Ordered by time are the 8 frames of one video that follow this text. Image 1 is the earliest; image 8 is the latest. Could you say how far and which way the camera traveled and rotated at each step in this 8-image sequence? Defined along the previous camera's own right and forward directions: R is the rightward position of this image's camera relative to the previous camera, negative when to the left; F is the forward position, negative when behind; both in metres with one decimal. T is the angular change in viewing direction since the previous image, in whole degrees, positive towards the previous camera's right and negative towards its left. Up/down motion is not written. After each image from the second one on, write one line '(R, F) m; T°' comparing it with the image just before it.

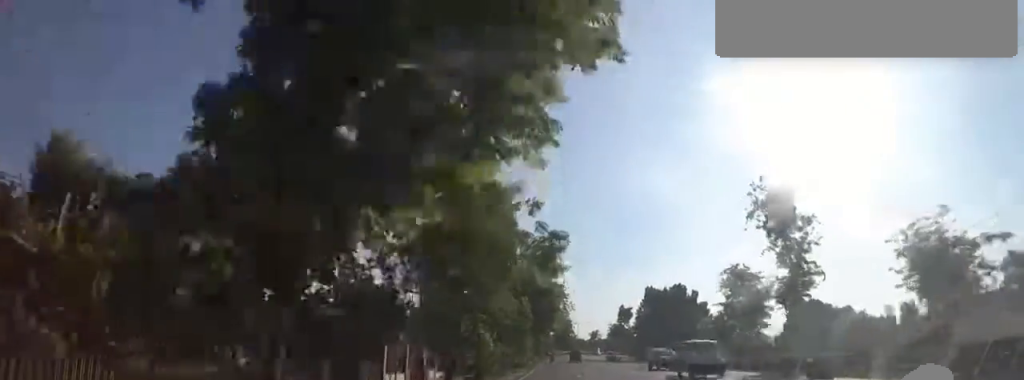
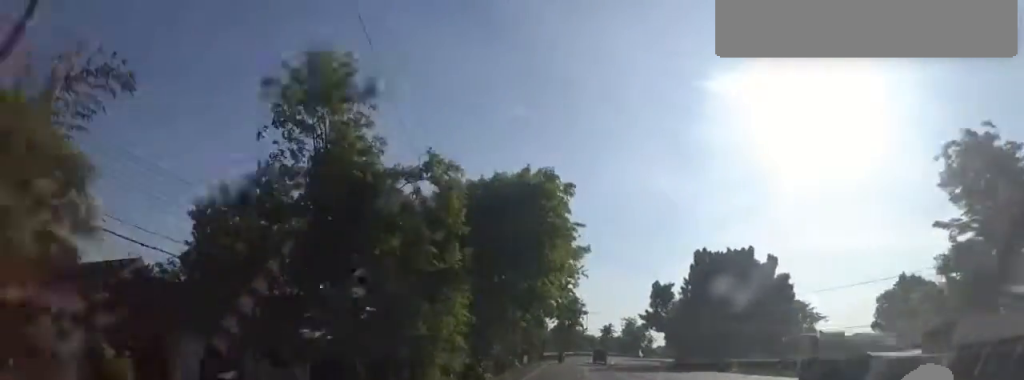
(0.0, +33.3) m; +4°
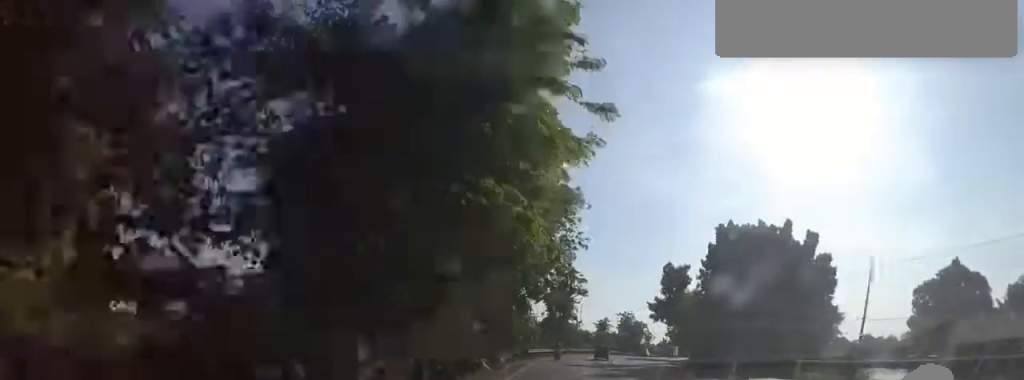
(+0.2, +12.0) m; +3°
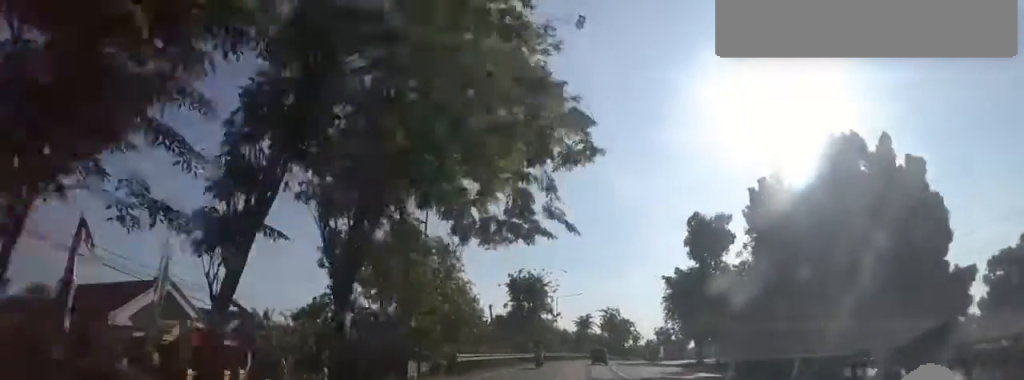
(+0.7, +19.8) m; +2°
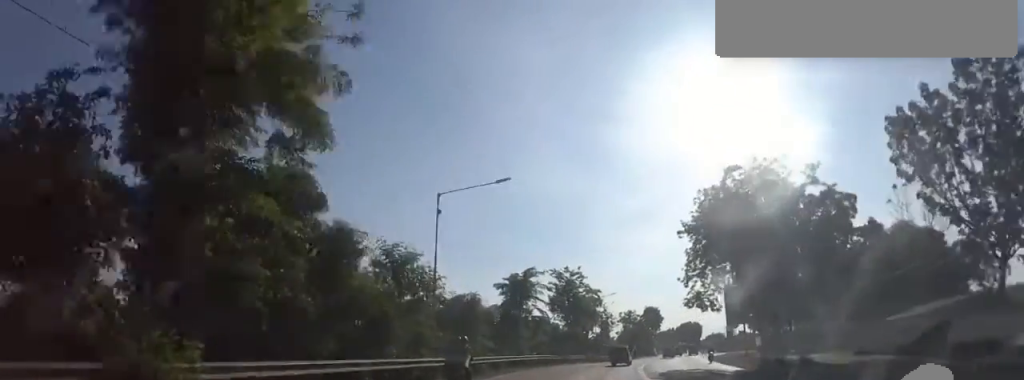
(+2.6, +43.1) m; +8°
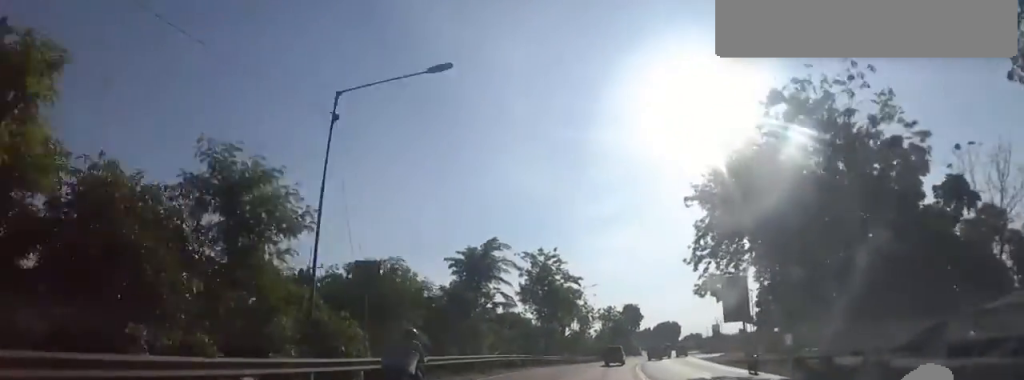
(0.0, +9.4) m; +1°
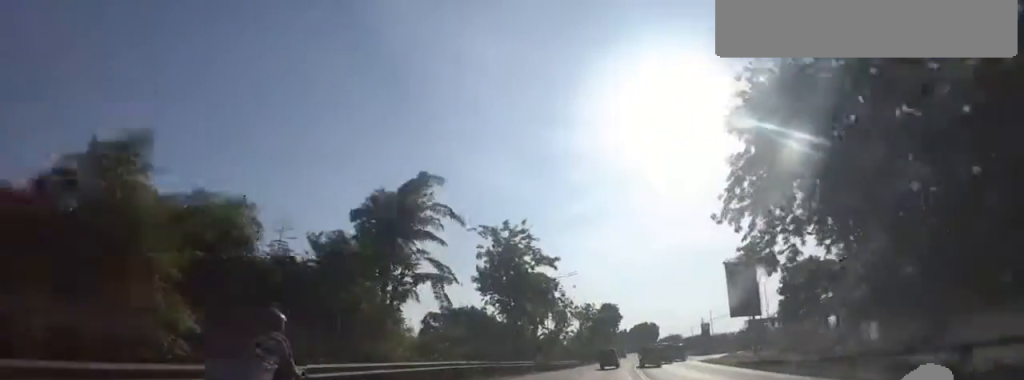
(0.0, +11.3) m; +1°
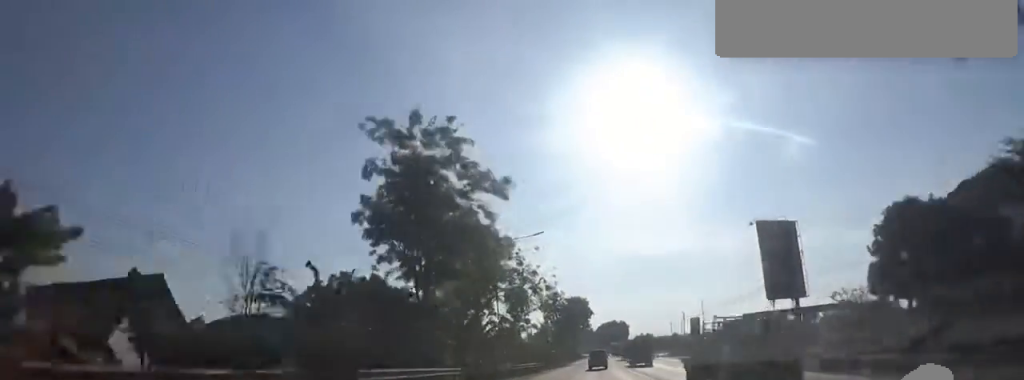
(+0.6, +17.0) m; +2°
